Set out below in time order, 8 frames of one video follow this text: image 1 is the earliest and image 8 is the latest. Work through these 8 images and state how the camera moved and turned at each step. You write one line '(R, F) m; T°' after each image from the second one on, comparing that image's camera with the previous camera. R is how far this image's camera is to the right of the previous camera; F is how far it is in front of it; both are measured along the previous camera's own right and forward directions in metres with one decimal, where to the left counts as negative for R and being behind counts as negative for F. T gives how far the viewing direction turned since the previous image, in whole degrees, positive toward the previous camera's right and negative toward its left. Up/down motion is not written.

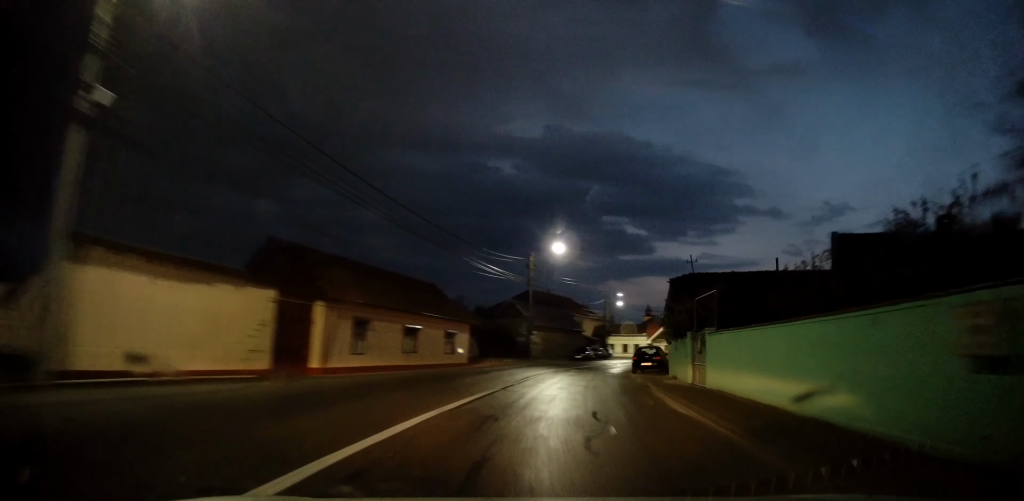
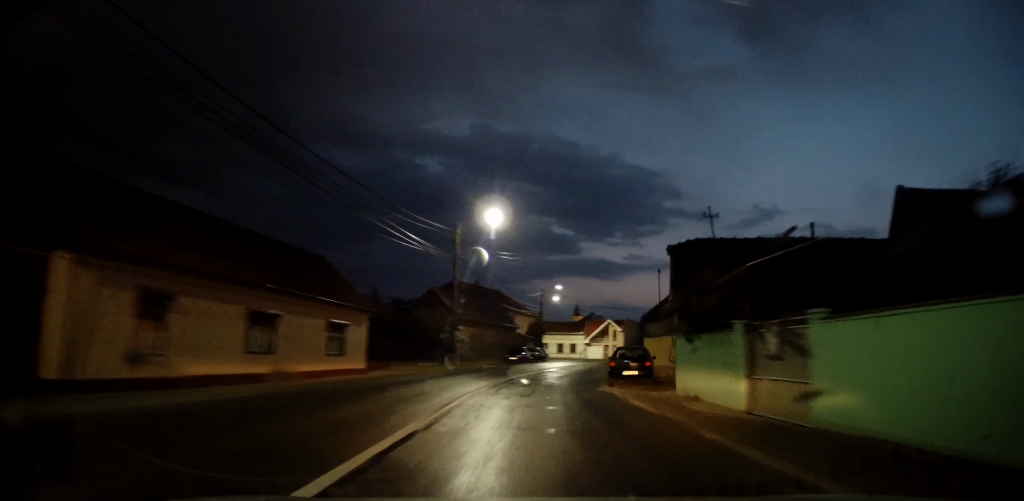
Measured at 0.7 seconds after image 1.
(+0.9, +10.0) m; +8°
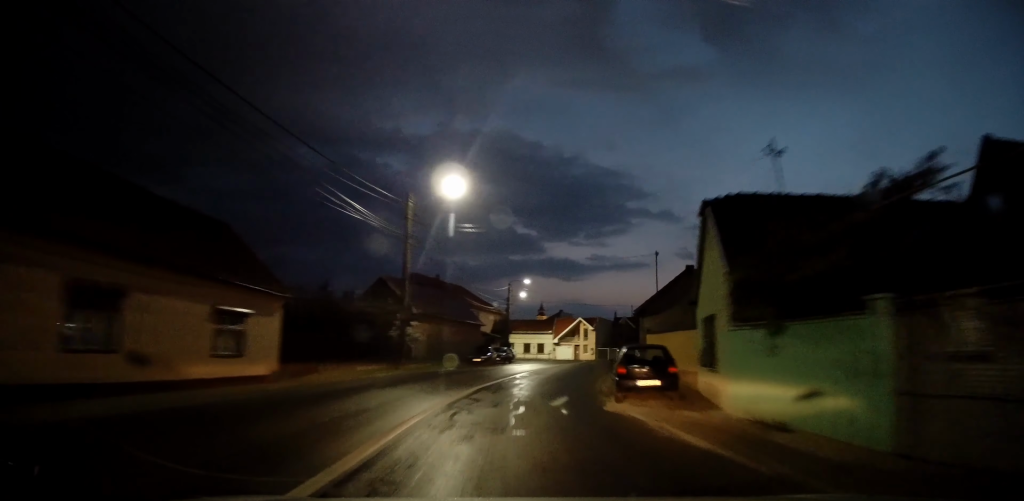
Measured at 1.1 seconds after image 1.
(0.0, +6.0) m; +4°
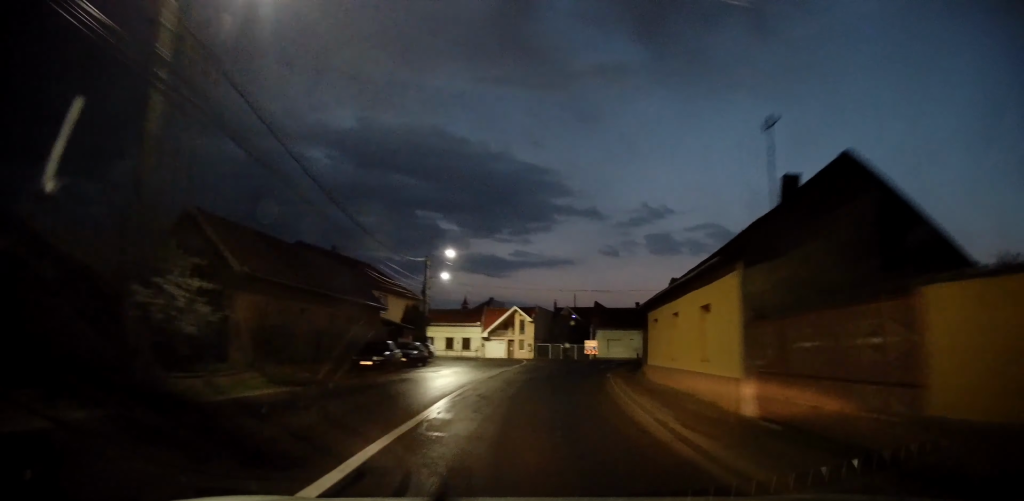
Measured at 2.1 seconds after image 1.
(+1.7, +15.5) m; +9°
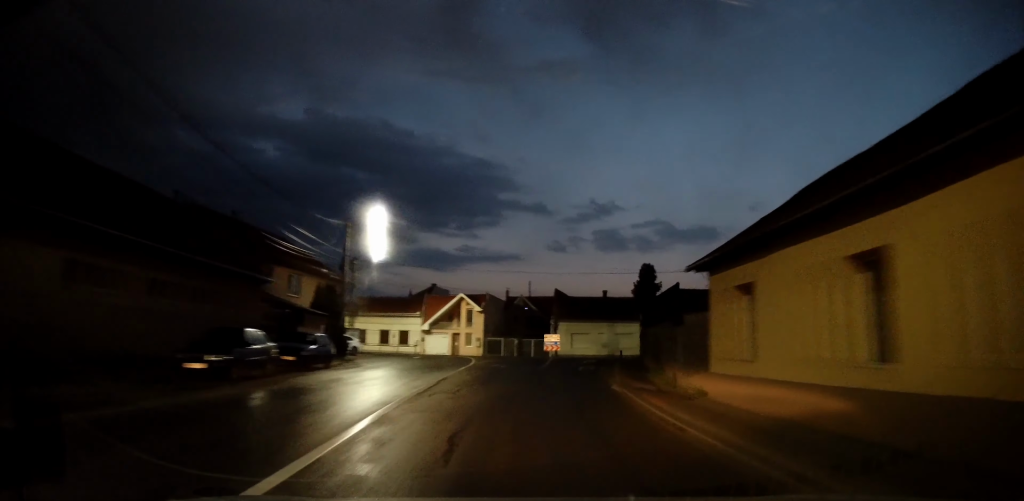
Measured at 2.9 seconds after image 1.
(+0.3, +10.4) m; +5°
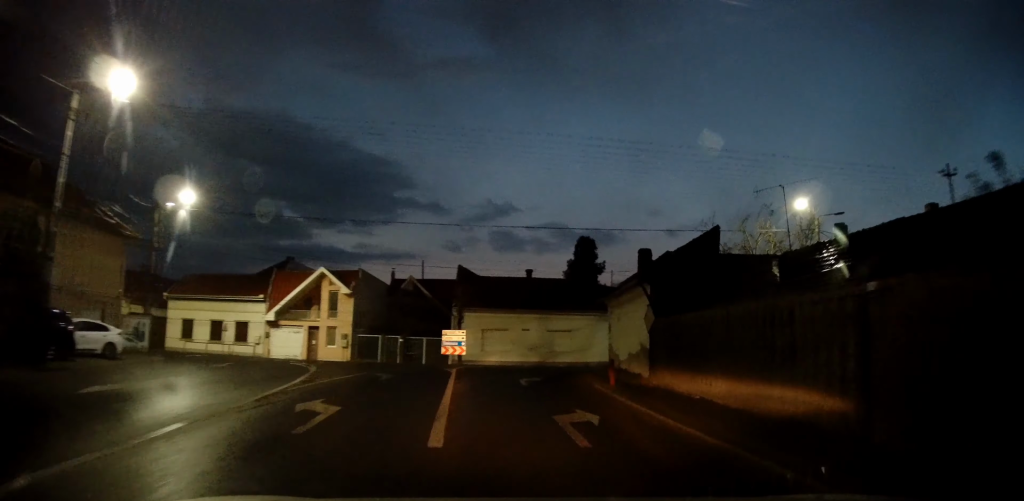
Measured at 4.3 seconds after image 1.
(+1.8, +18.3) m; +11°
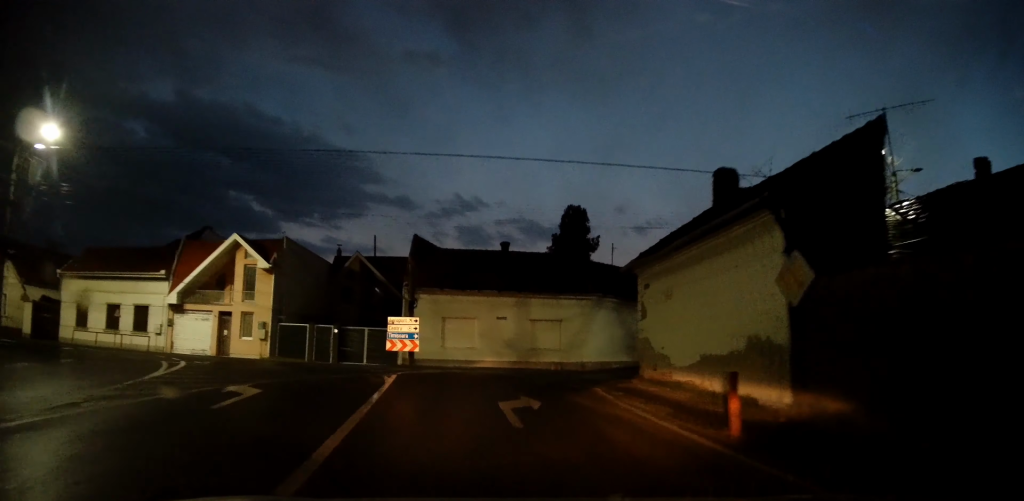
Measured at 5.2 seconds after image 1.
(+0.6, +9.9) m; +7°
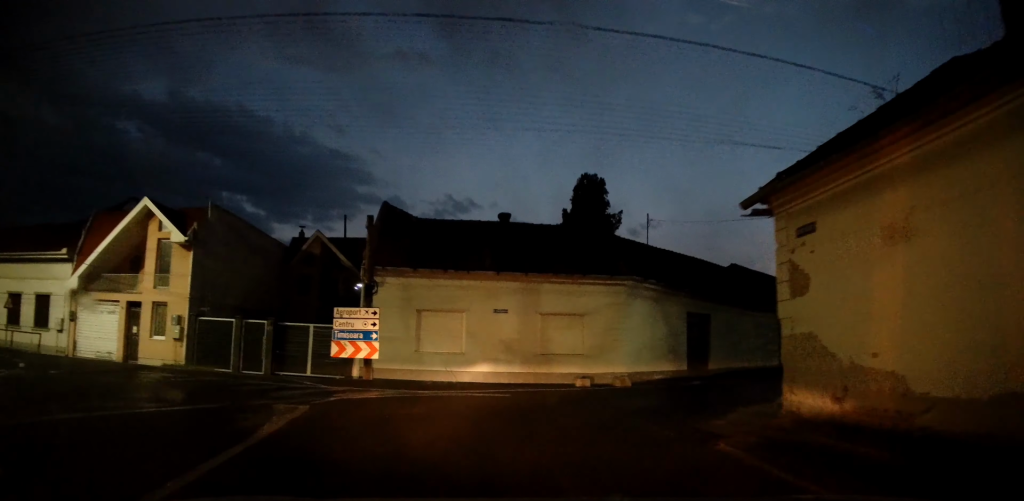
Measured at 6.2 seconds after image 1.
(+0.6, +8.7) m; +4°
